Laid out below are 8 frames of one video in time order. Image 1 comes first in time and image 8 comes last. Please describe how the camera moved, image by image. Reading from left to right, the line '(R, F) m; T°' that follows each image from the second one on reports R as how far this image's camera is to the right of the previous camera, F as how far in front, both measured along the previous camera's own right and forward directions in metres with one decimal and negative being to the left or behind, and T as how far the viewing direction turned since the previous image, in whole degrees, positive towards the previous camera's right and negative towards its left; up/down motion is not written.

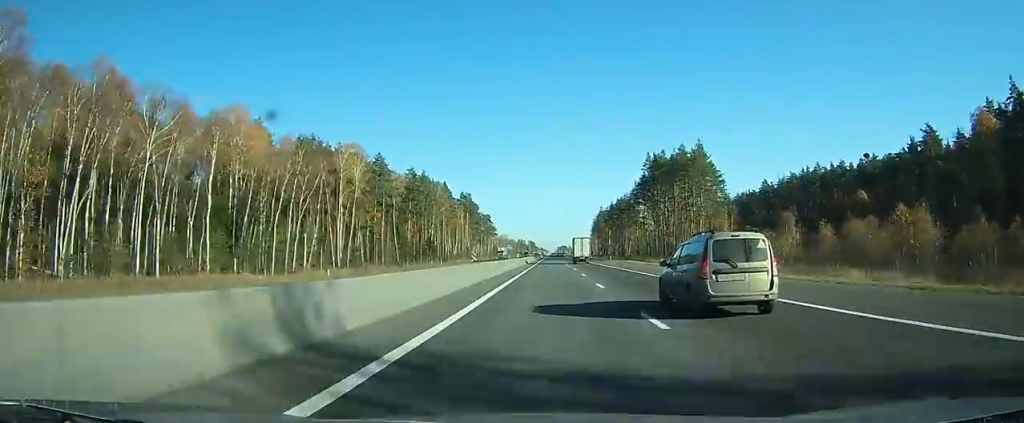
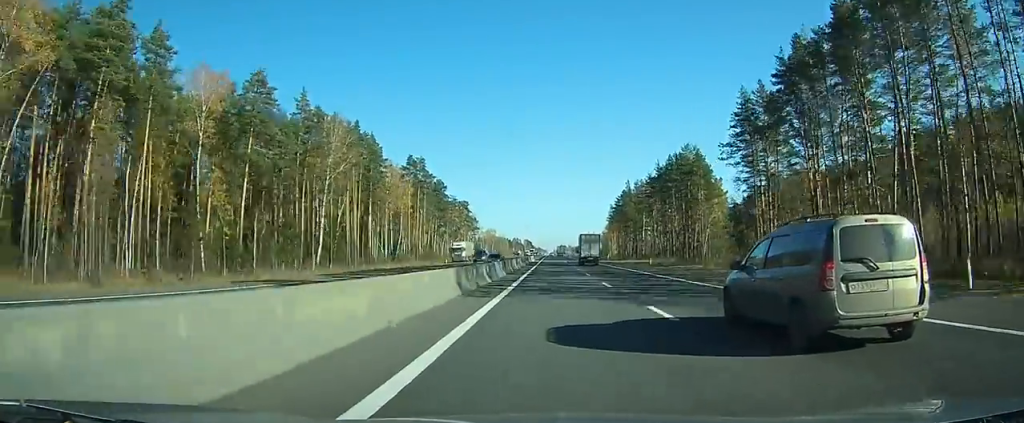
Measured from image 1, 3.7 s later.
(-0.4, +97.1) m; 0°
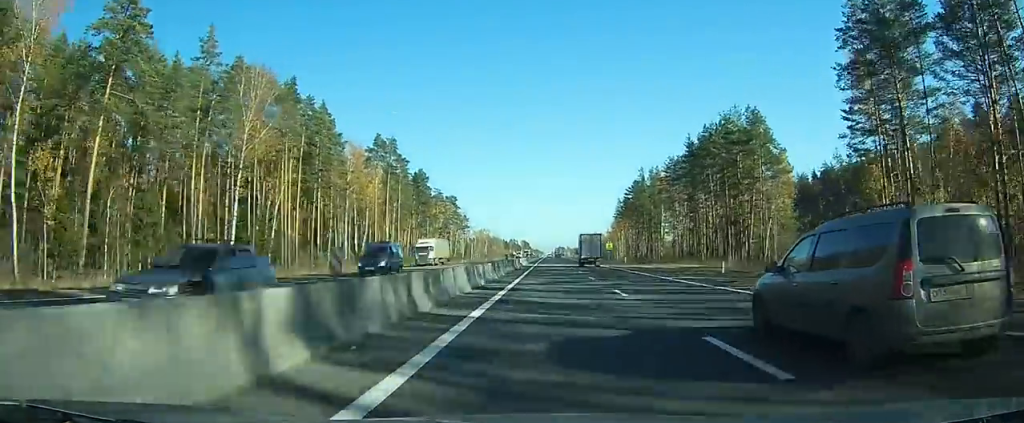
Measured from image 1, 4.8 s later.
(0.0, +28.8) m; 0°
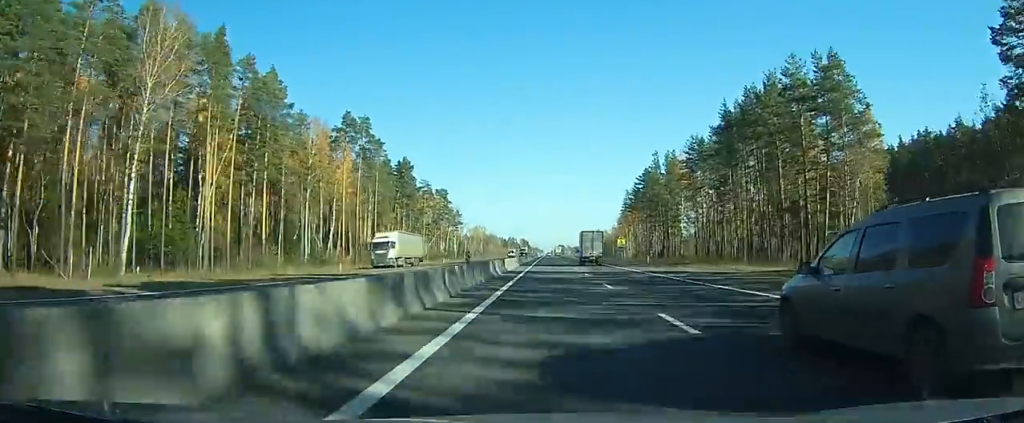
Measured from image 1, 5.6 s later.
(0.0, +19.8) m; 0°
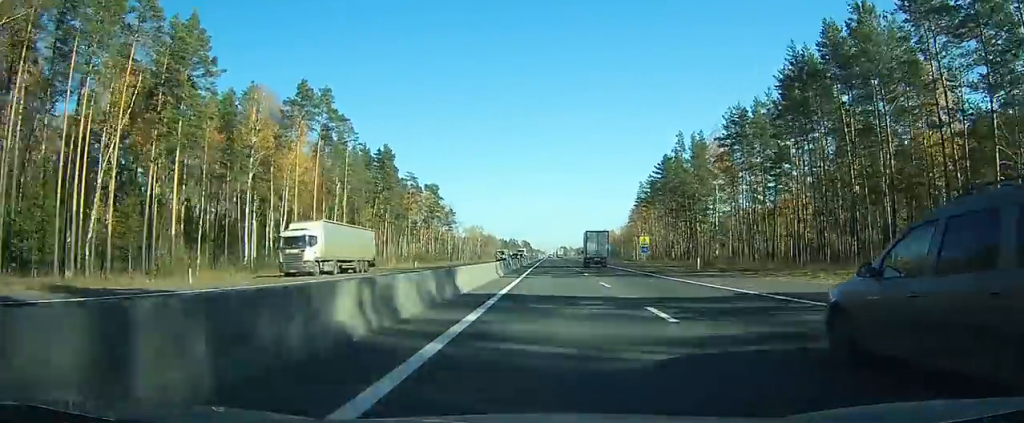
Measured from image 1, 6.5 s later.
(0.0, +21.5) m; 0°
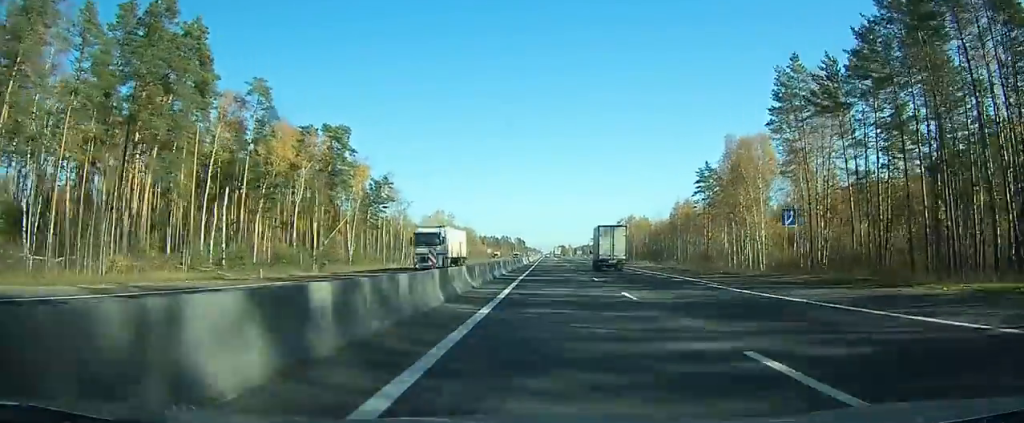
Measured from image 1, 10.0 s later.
(+0.1, +90.0) m; 0°
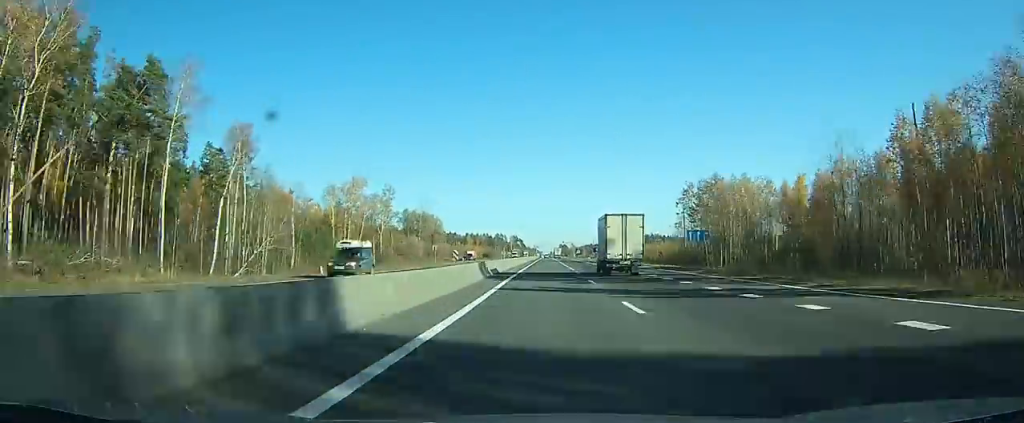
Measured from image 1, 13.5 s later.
(+0.2, +89.6) m; 0°
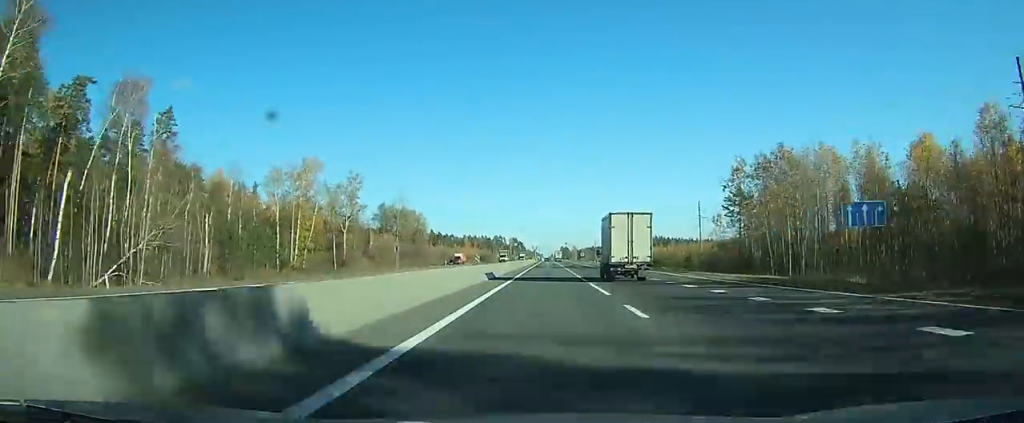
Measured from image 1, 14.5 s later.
(0.0, +24.8) m; 0°
